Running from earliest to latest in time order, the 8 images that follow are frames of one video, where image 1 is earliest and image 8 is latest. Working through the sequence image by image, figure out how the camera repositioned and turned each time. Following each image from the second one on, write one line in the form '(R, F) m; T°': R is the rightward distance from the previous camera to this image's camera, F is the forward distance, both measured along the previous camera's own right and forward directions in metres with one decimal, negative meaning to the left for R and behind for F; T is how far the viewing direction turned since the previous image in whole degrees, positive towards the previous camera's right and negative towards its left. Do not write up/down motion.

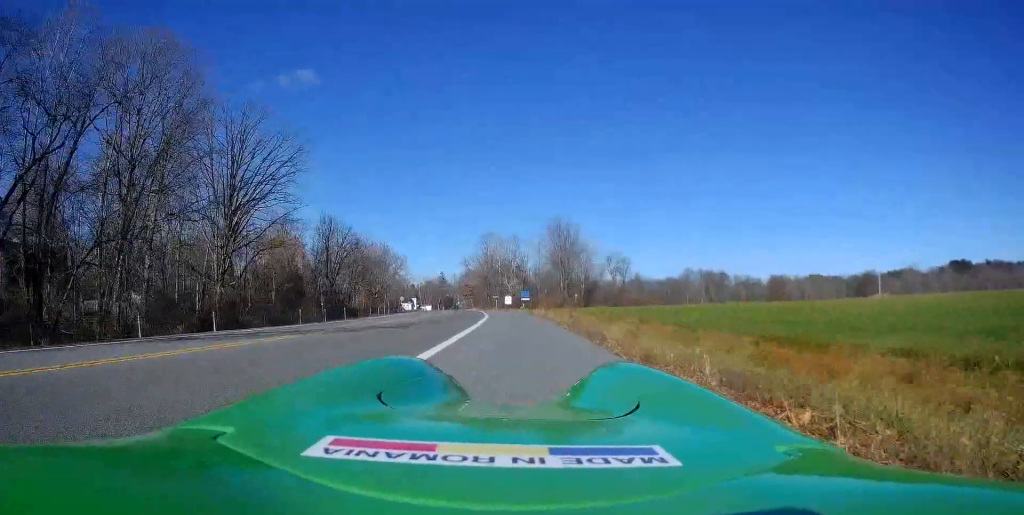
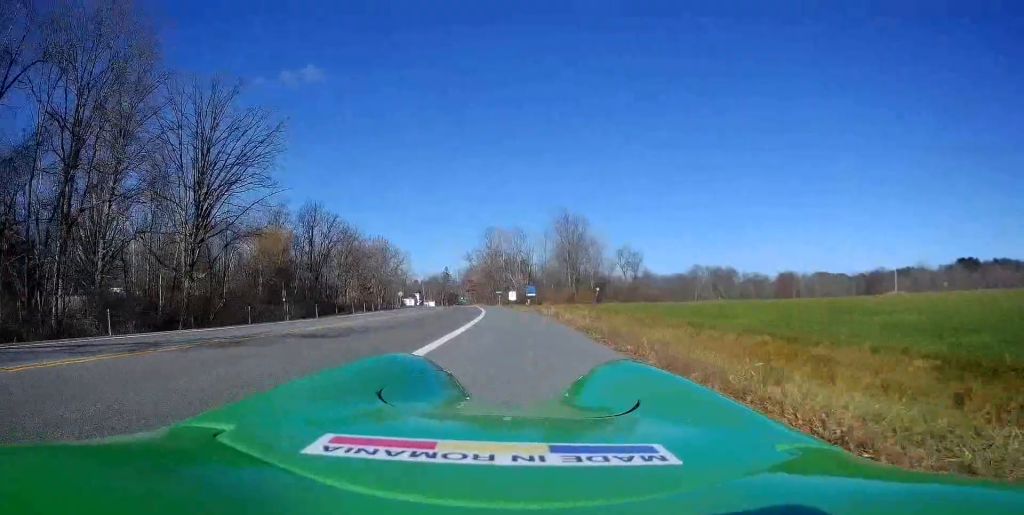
(+0.1, +6.5) m; 0°
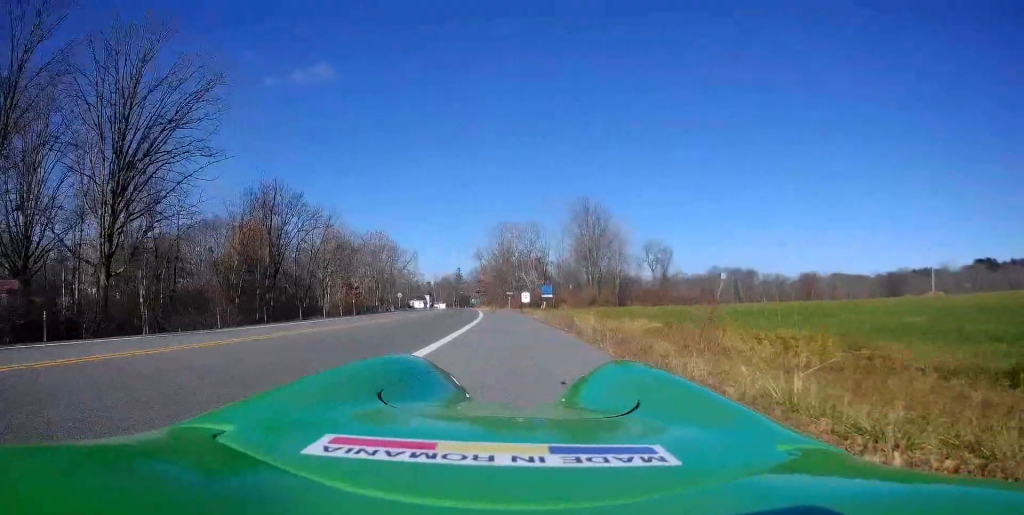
(-0.5, +13.0) m; -3°
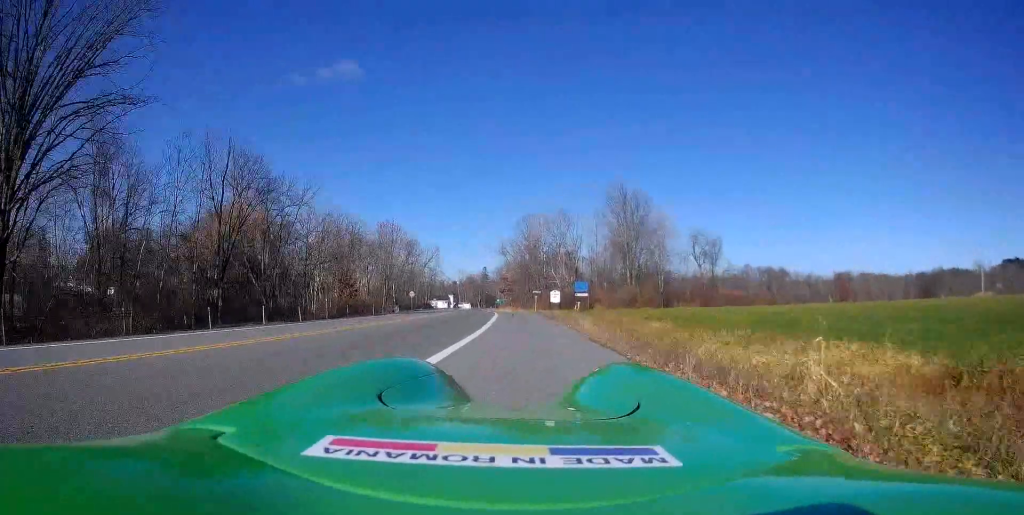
(-0.2, +11.9) m; -4°
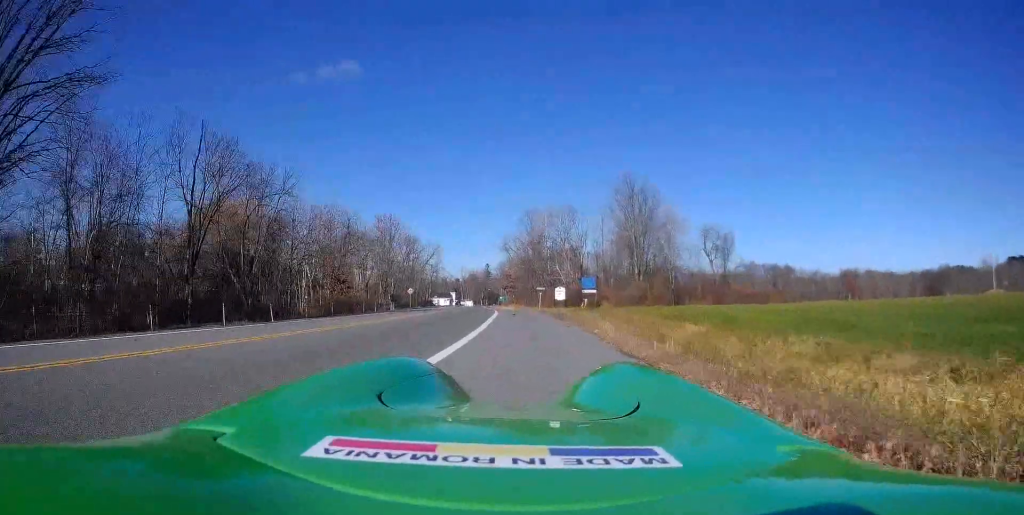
(-0.2, +3.7) m; -1°
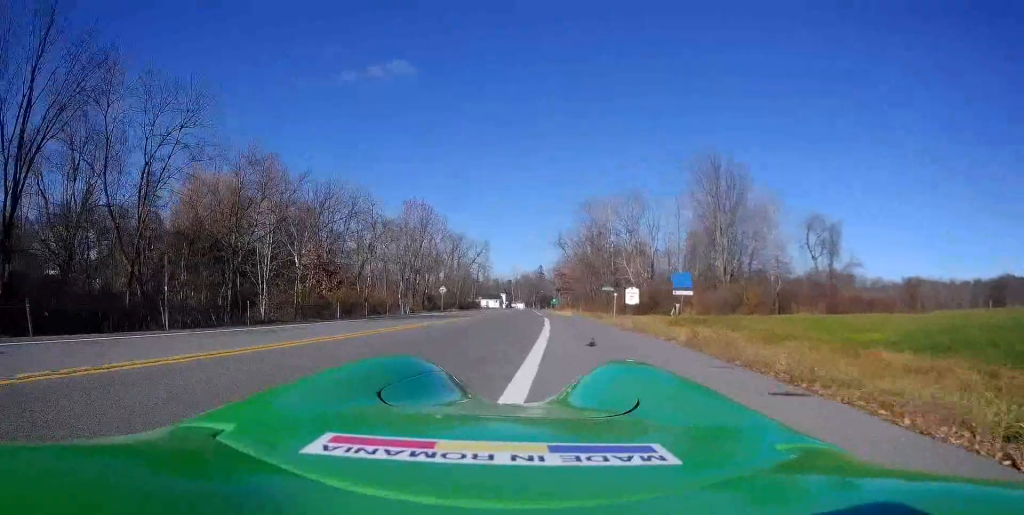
(-0.1, +16.5) m; +3°
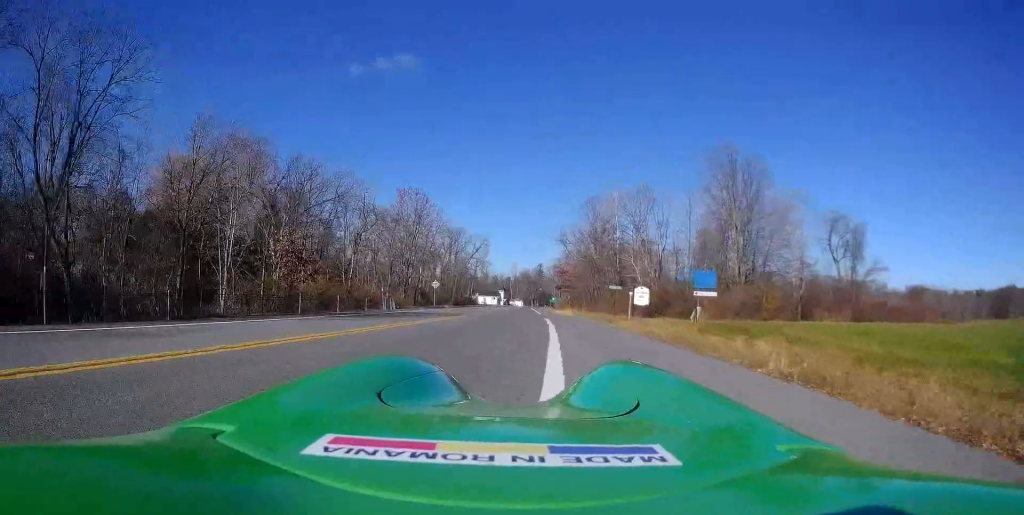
(+0.3, +4.8) m; -1°
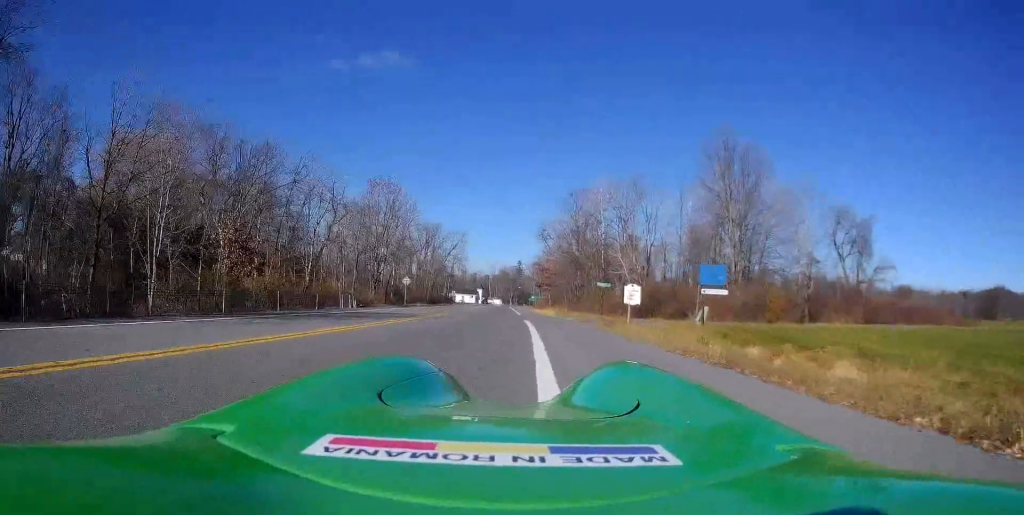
(+0.3, +5.1) m; -2°
